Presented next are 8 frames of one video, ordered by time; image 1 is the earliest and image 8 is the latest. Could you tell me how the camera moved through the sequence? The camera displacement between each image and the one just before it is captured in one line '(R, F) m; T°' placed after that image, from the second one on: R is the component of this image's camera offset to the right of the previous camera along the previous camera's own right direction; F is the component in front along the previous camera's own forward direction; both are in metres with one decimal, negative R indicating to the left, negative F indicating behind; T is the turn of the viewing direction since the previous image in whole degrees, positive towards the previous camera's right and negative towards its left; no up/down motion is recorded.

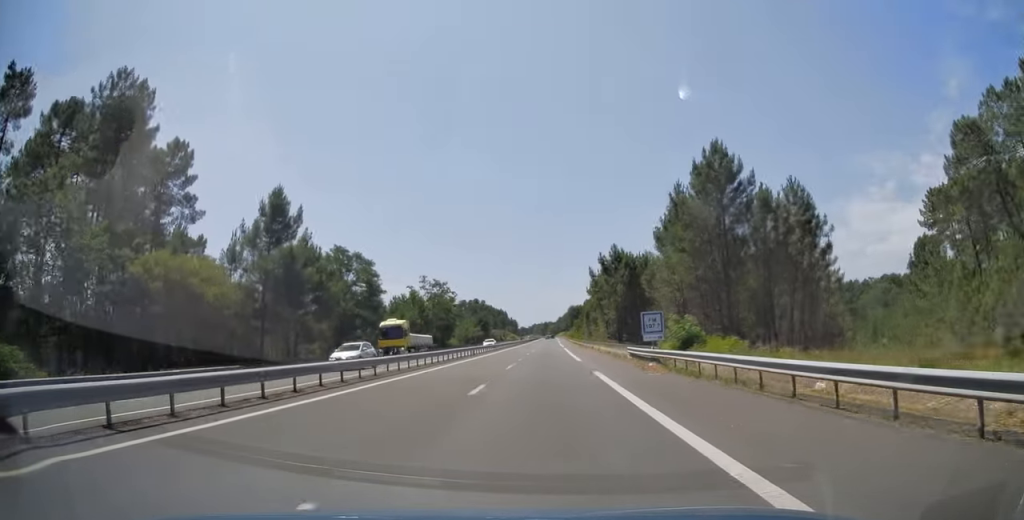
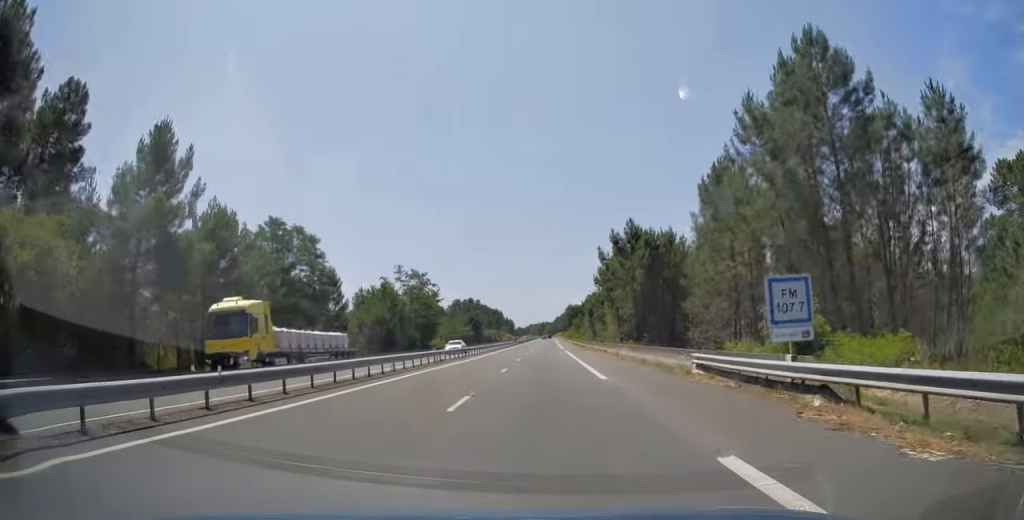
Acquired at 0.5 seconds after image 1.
(+0.1, +16.7) m; 0°
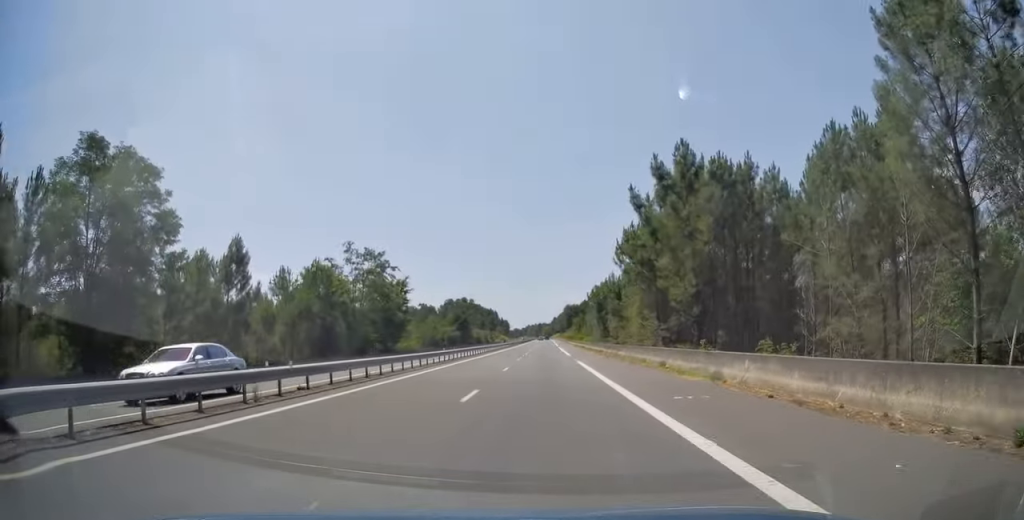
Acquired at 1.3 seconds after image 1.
(0.0, +24.2) m; 0°
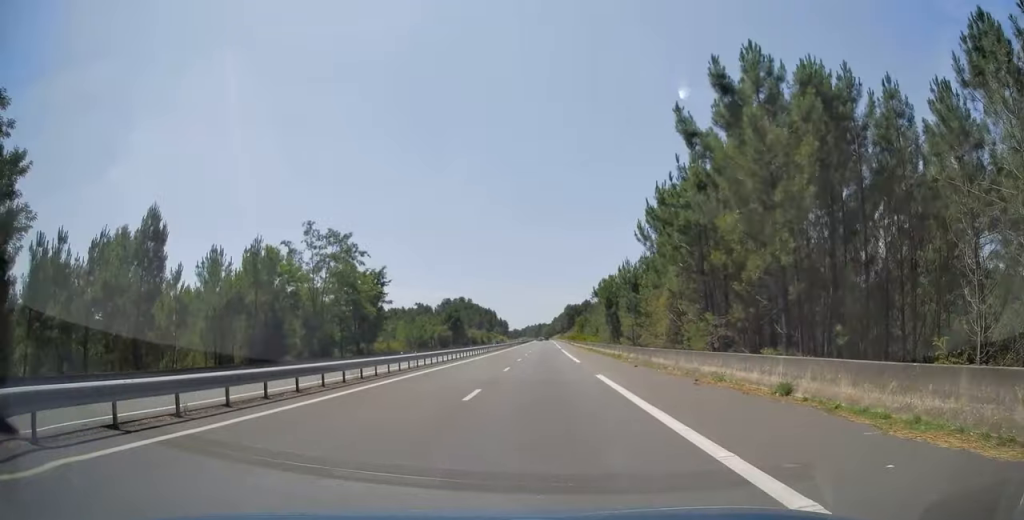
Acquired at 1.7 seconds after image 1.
(-0.1, +13.0) m; 0°
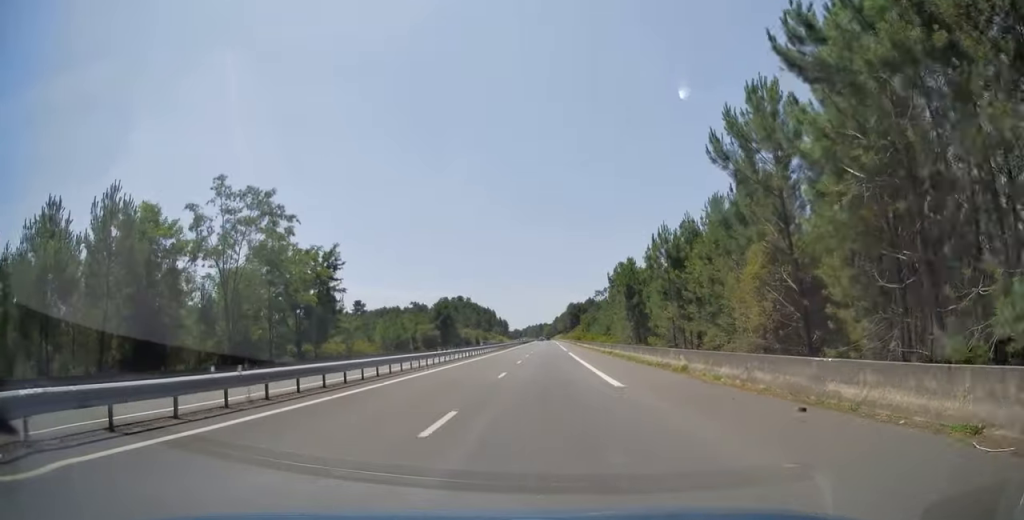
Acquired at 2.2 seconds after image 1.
(+0.2, +18.3) m; 0°
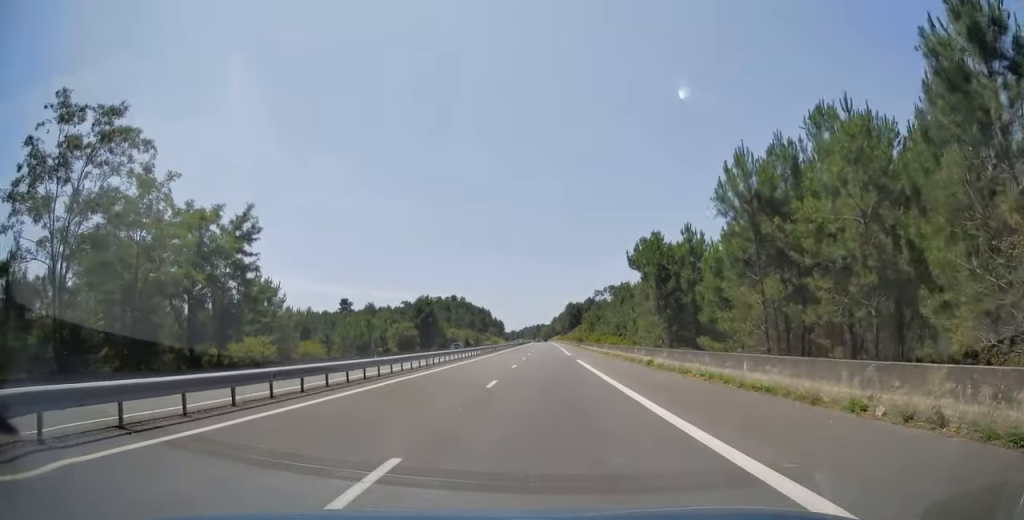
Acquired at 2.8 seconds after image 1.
(+0.2, +17.8) m; 0°
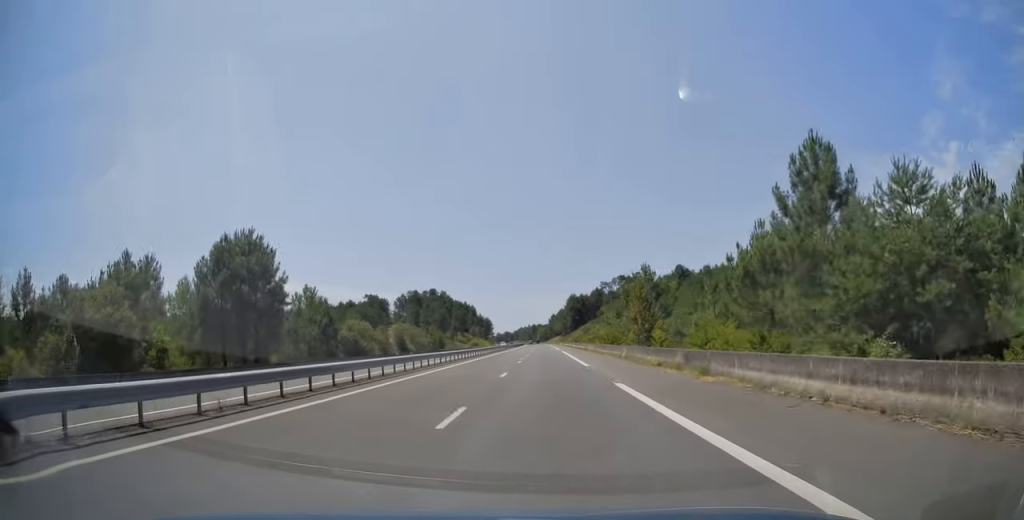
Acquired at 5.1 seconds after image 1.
(+0.1, +73.4) m; +1°
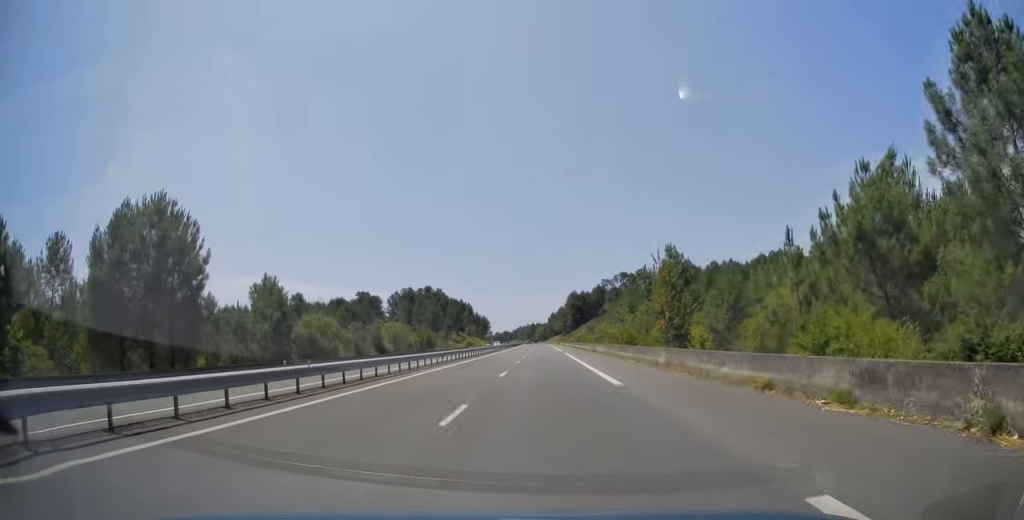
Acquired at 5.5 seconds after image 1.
(0.0, +12.8) m; 0°
